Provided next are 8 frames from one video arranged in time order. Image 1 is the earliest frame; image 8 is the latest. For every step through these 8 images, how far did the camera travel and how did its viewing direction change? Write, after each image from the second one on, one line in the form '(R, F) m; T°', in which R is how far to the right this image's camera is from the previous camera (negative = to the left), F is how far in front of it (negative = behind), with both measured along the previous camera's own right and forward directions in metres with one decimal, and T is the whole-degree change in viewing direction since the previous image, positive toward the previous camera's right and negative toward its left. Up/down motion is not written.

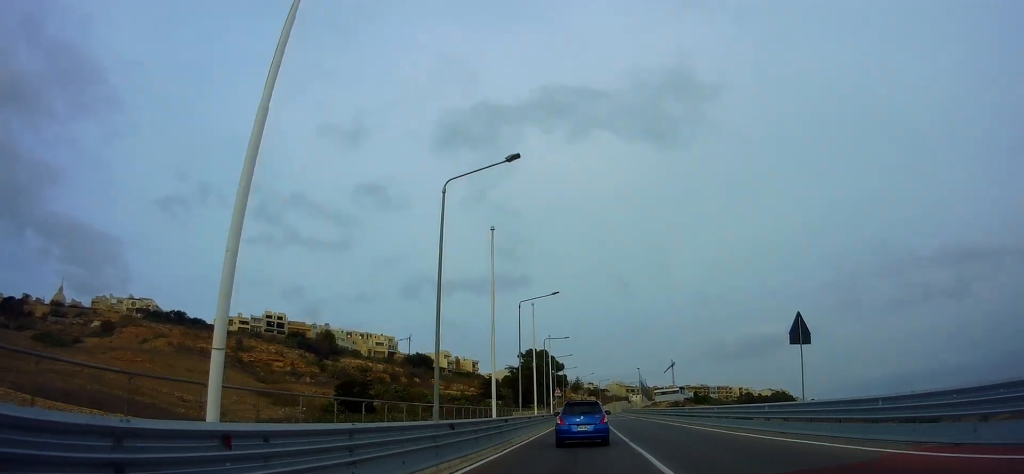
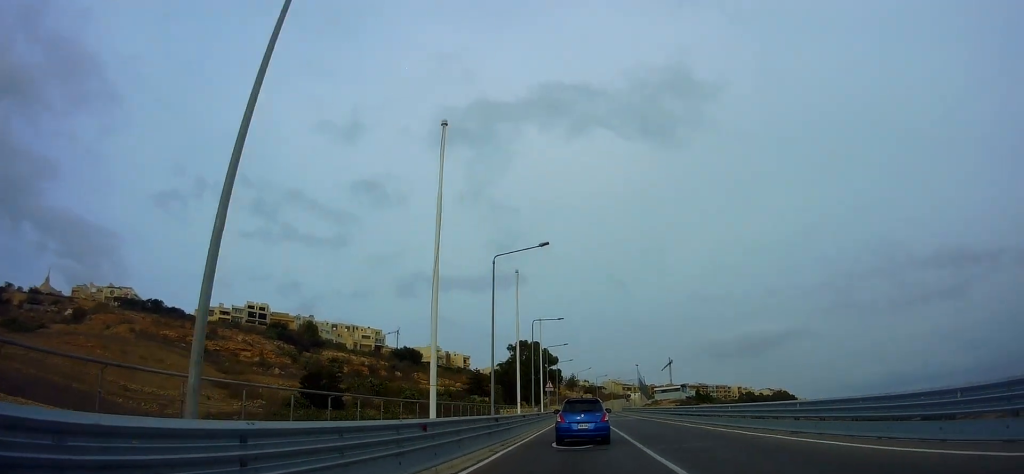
(+0.9, +9.6) m; +3°
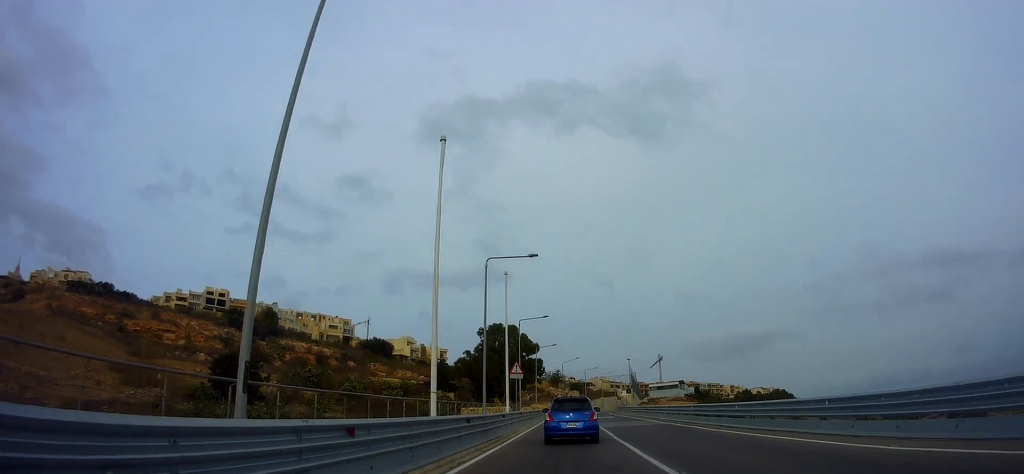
(+0.3, +17.5) m; +2°
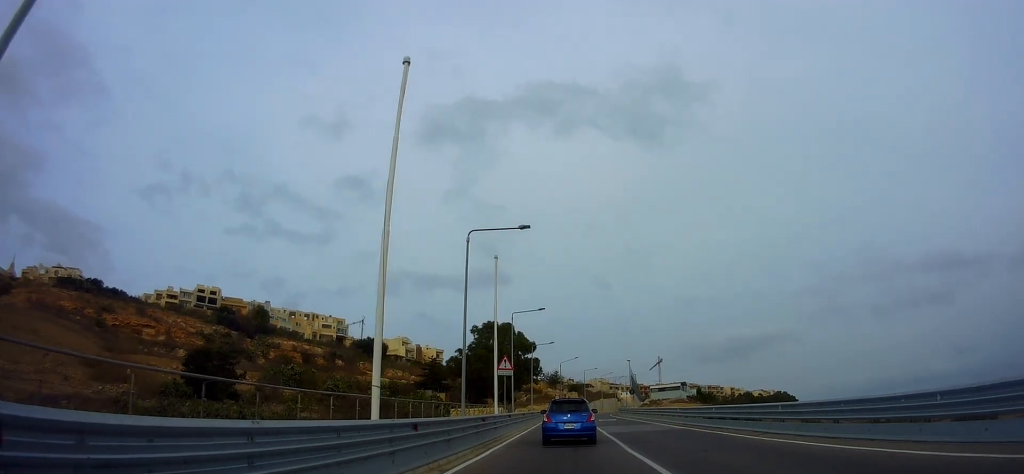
(0.0, +4.7) m; -2°
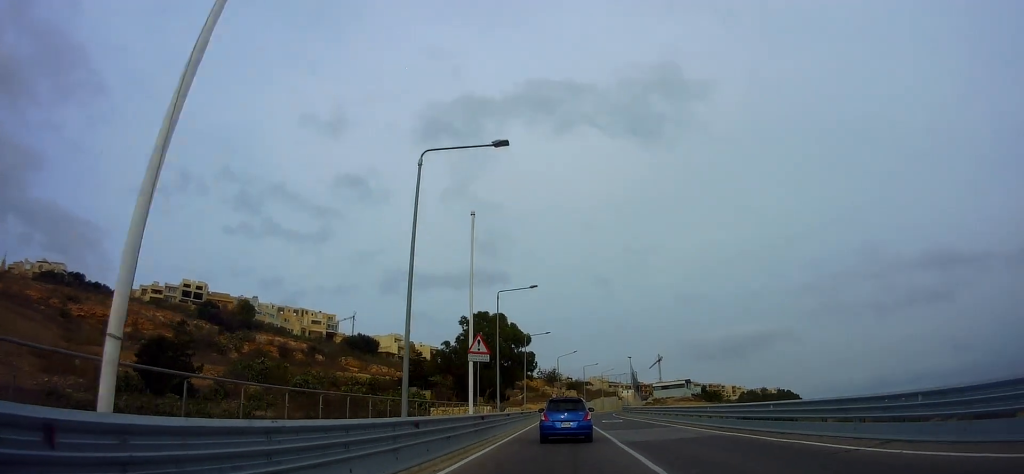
(-0.2, +7.2) m; -2°
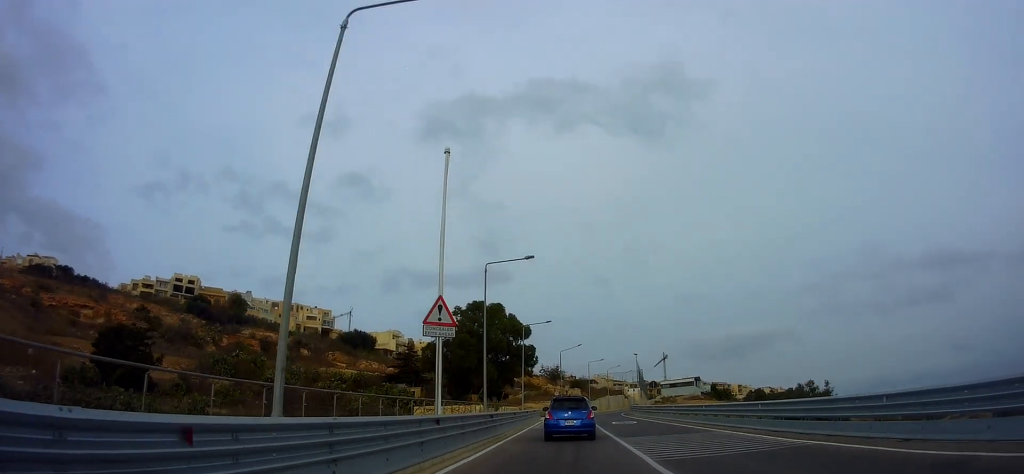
(-0.2, +6.3) m; -2°
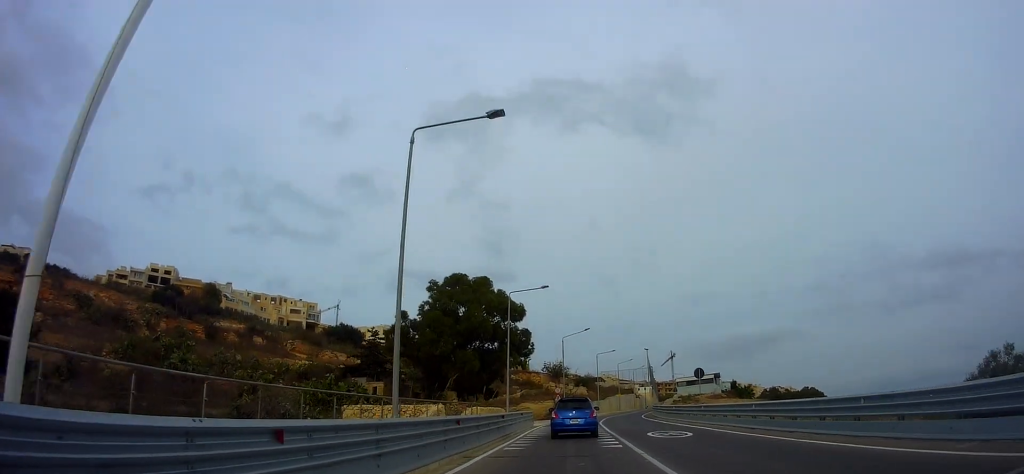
(+0.7, +14.8) m; +7°
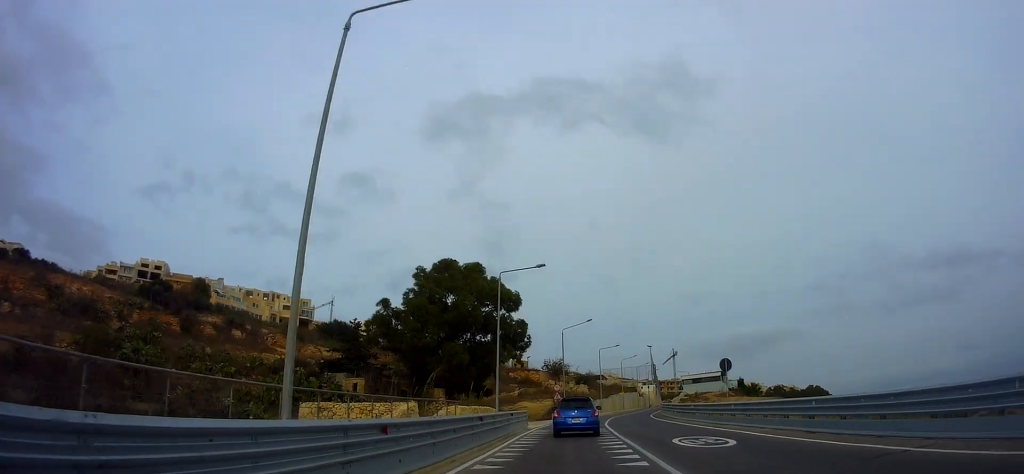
(+0.4, +5.2) m; +2°
